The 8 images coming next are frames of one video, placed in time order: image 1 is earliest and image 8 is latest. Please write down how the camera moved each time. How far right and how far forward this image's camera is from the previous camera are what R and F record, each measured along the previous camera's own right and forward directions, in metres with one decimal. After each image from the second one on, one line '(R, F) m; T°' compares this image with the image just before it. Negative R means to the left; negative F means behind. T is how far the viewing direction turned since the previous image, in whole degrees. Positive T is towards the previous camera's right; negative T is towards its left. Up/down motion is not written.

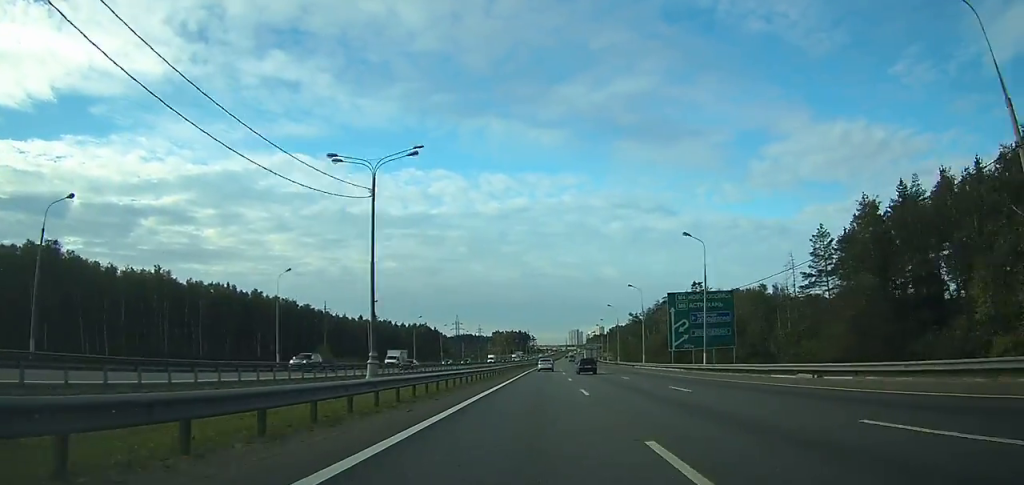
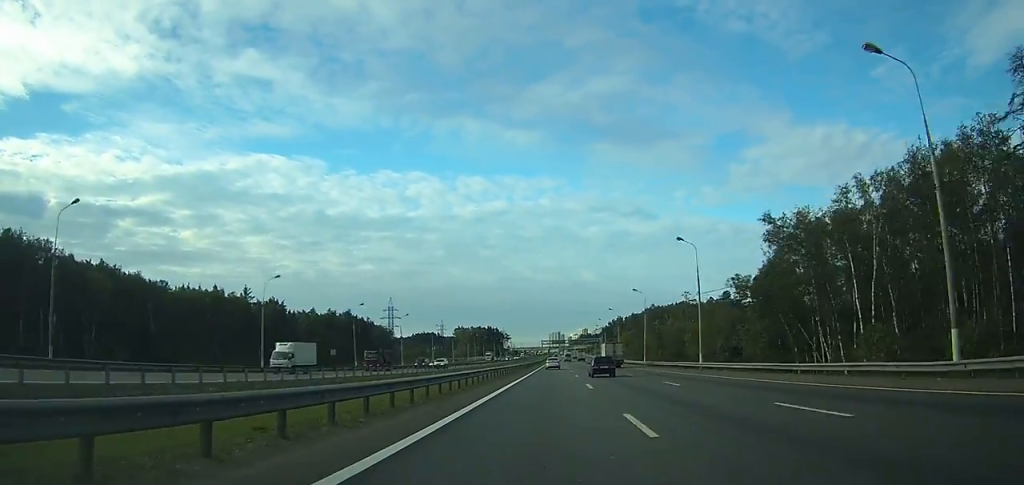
(+3.2, +148.6) m; +2°
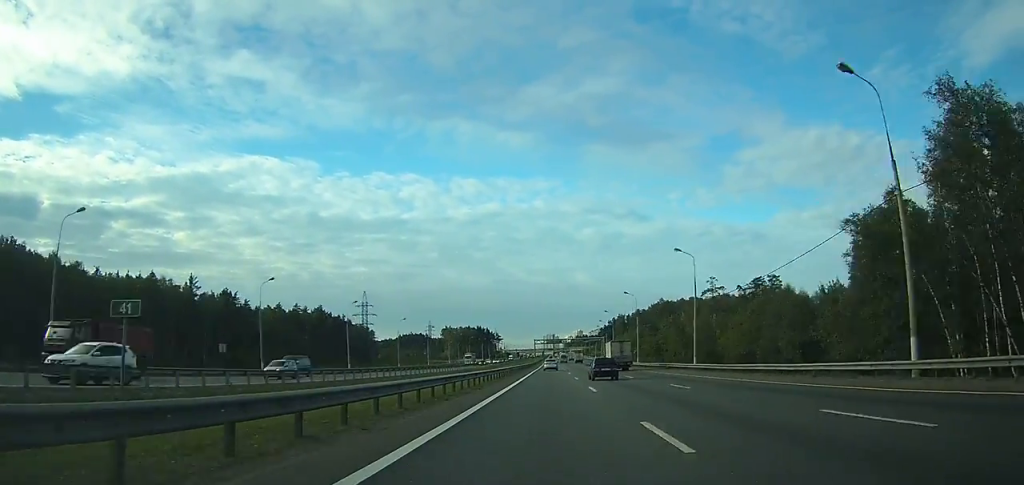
(0.0, +37.2) m; 0°
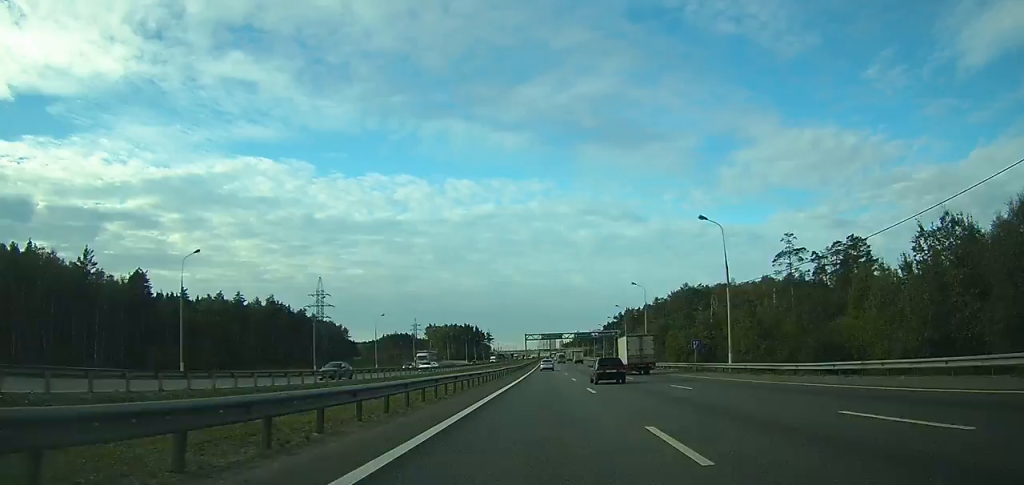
(+0.3, +55.0) m; 0°
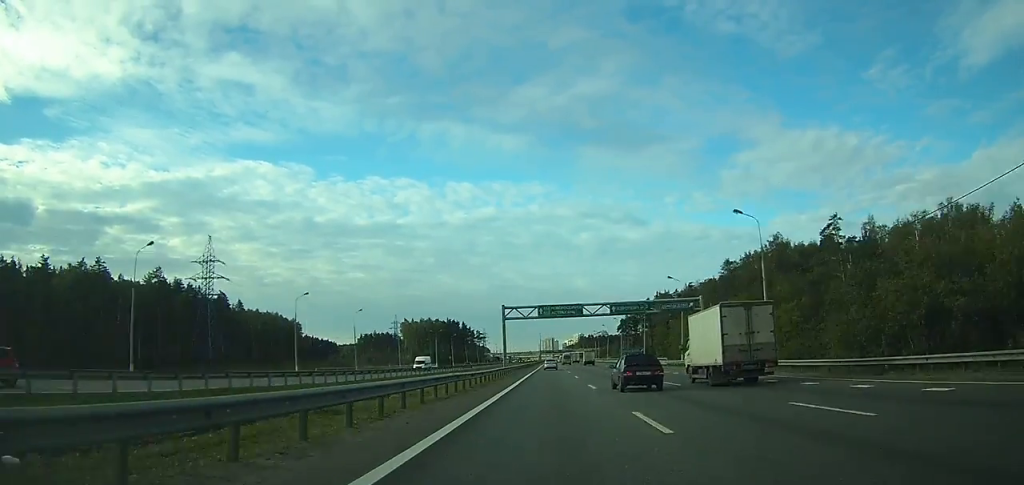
(0.0, +81.0) m; 0°
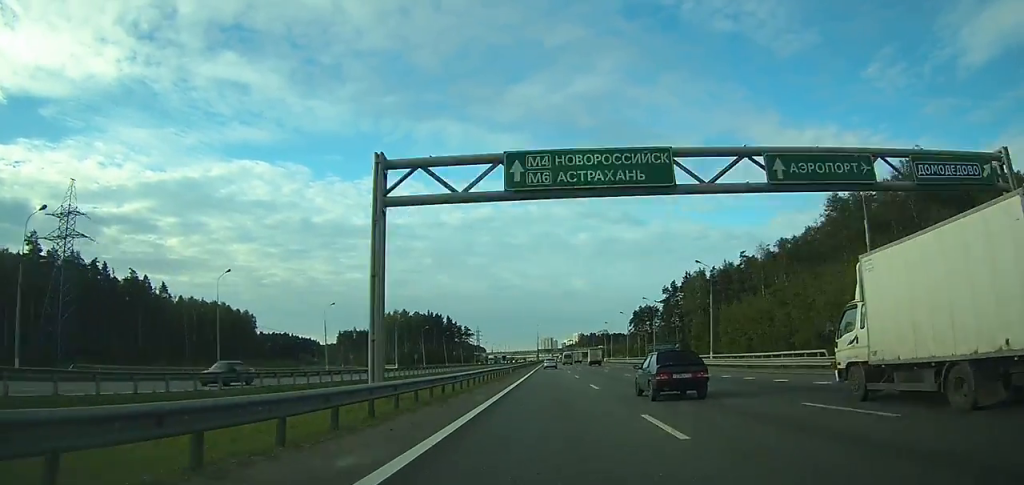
(+0.1, +47.0) m; 0°
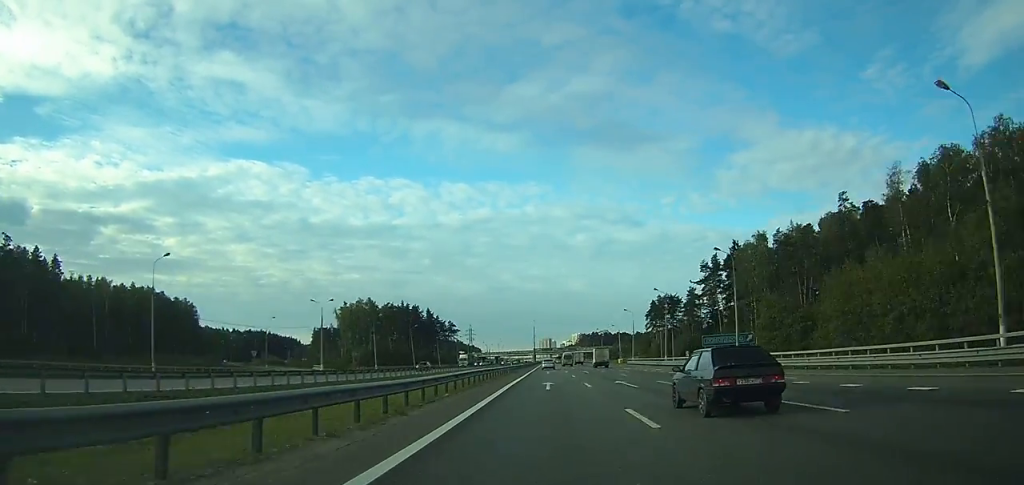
(+0.1, +44.8) m; 0°
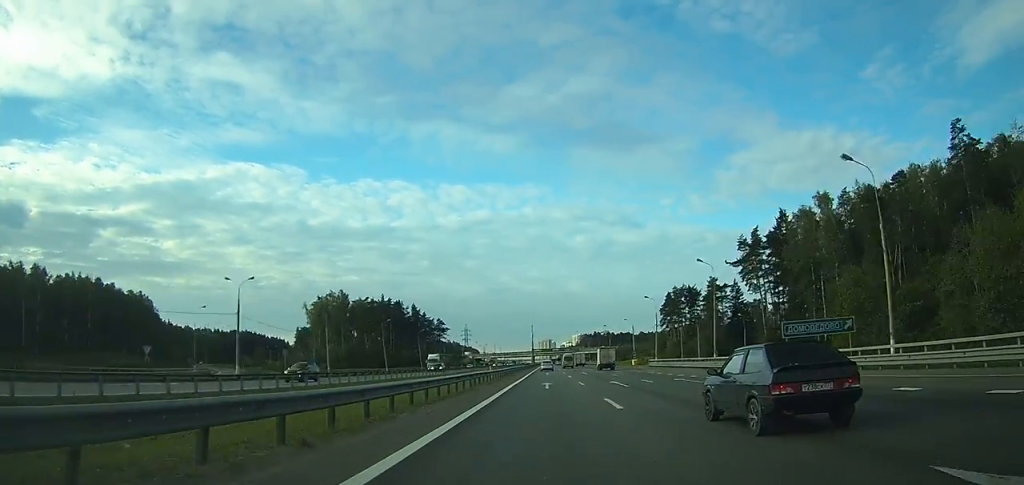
(0.0, +26.4) m; 0°
